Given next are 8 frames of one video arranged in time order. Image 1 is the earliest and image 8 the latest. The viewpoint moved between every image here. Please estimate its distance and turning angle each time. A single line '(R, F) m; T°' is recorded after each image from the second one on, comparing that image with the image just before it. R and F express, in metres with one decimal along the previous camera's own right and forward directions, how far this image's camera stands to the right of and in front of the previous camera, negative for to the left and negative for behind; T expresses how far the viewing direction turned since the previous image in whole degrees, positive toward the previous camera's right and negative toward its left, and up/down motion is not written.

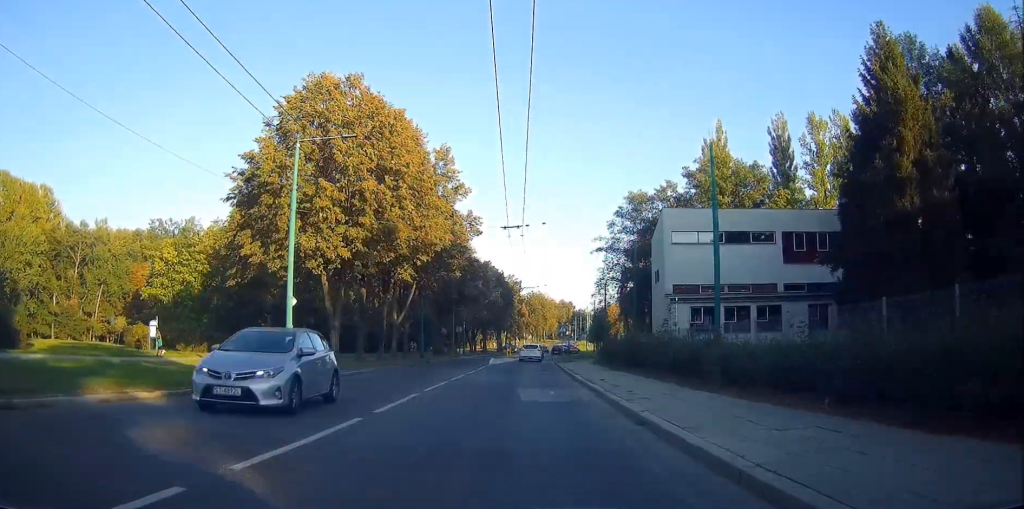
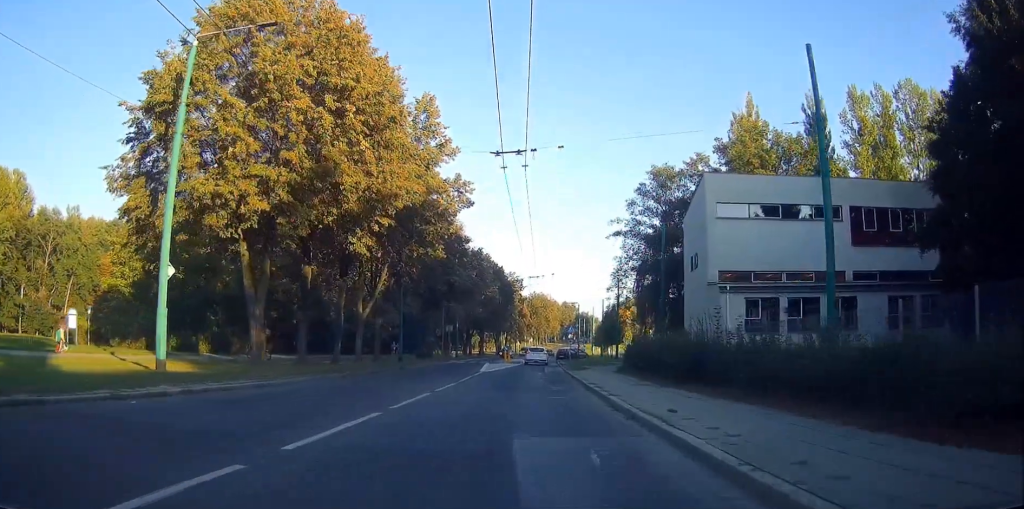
(-0.2, +11.0) m; -1°
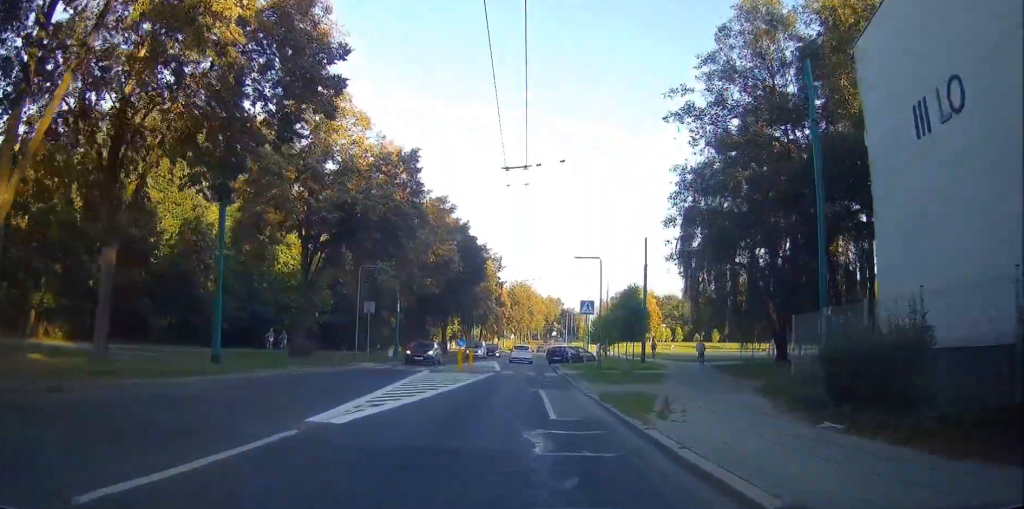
(+0.7, +27.6) m; +4°
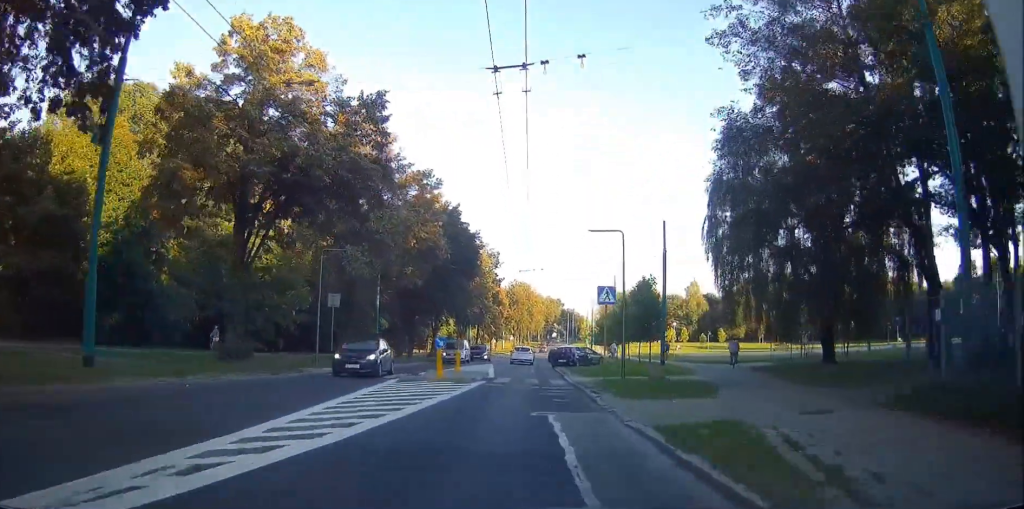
(+0.1, +7.1) m; 0°
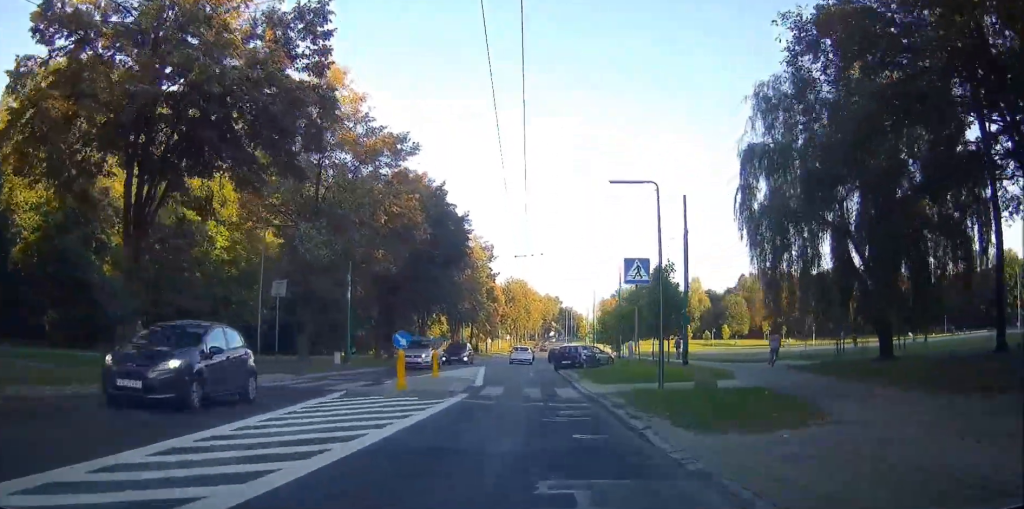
(0.0, +6.8) m; 0°
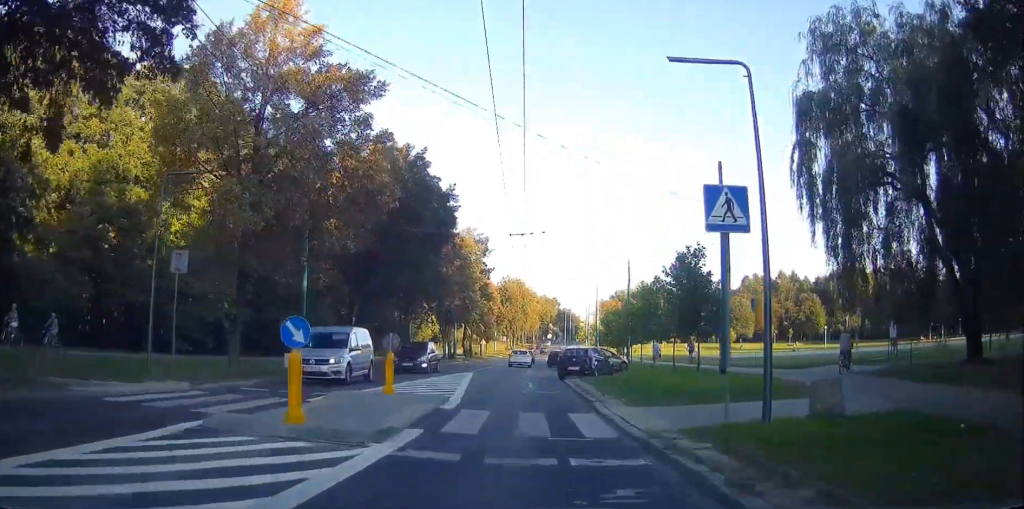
(0.0, +7.4) m; -1°
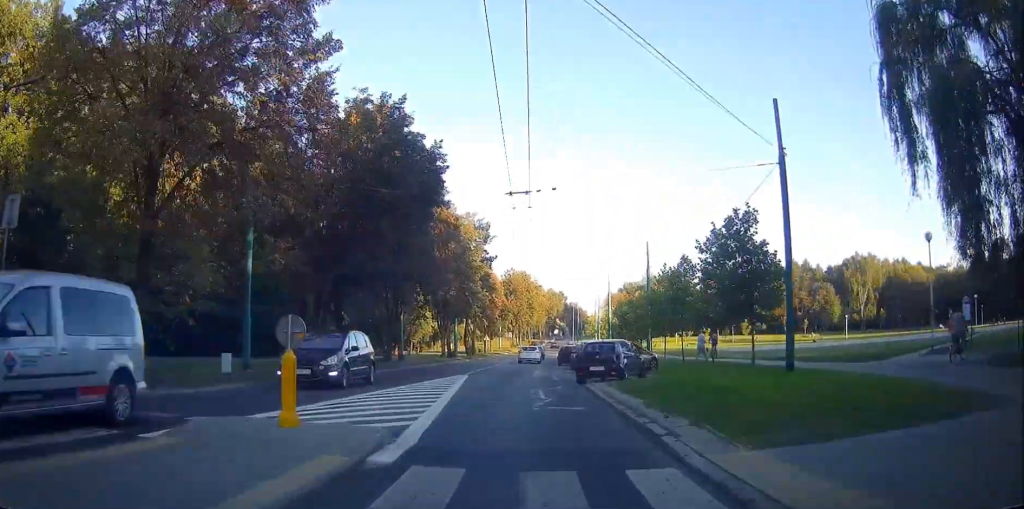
(-0.1, +7.1) m; 0°
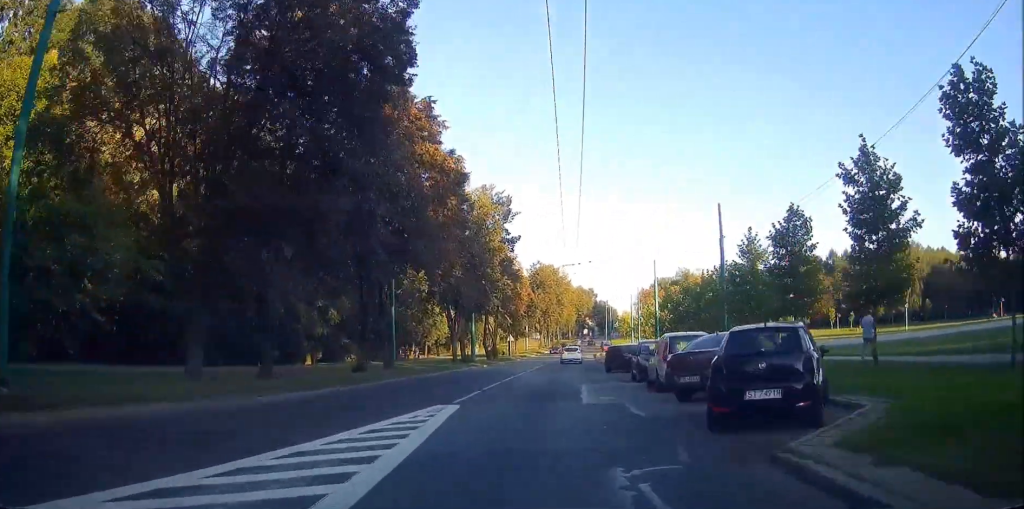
(0.0, +14.3) m; +1°
